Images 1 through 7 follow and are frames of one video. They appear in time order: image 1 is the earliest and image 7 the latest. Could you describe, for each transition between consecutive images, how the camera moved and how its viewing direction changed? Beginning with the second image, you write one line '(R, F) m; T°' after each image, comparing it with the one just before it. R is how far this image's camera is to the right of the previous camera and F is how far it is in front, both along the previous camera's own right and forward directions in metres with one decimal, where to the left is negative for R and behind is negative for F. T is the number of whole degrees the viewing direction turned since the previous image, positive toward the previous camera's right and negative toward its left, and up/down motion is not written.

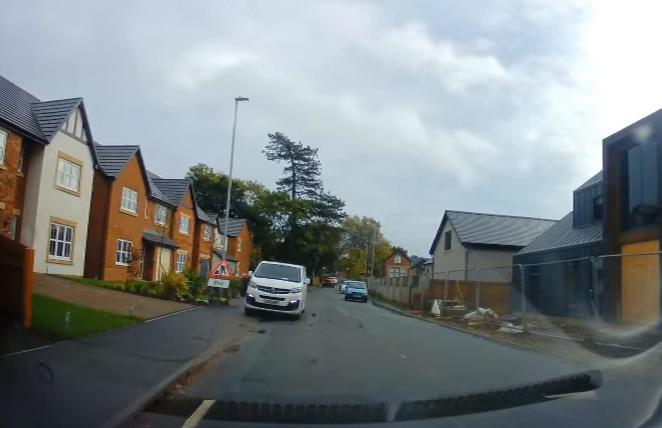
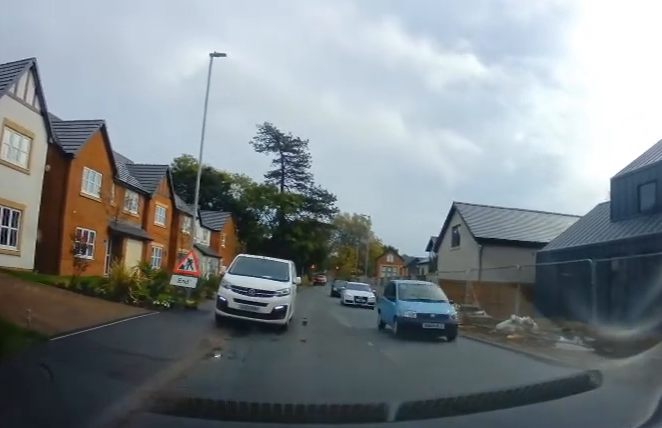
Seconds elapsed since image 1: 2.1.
(+0.2, +3.5) m; +3°
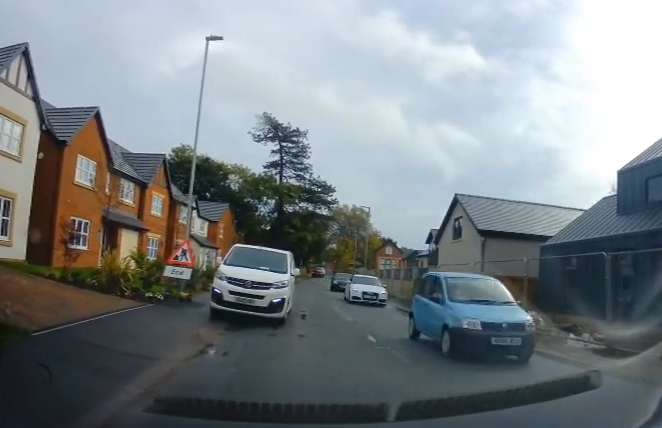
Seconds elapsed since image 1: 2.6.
(0.0, +0.5) m; 0°
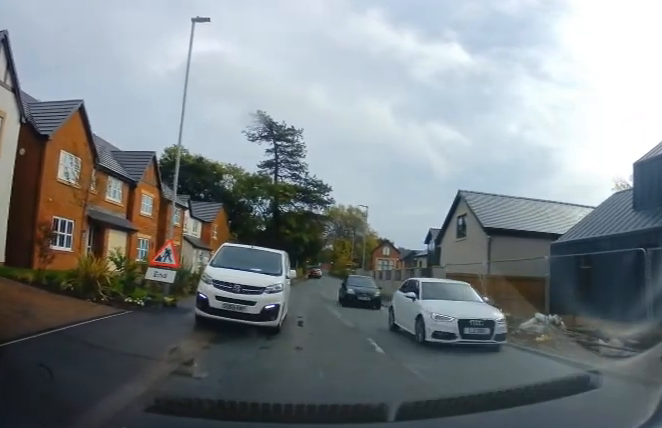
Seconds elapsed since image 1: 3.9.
(+0.5, +1.4) m; 0°
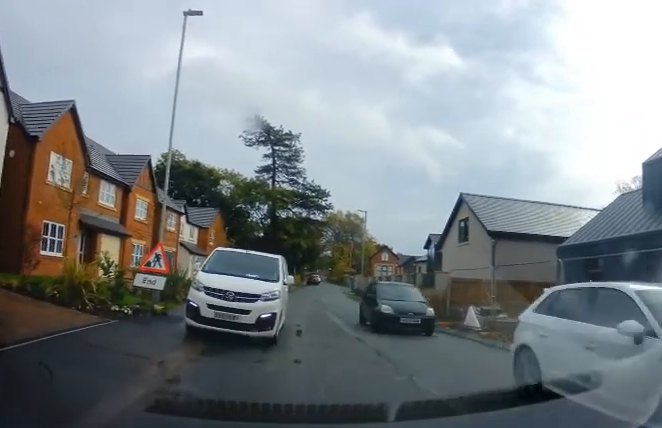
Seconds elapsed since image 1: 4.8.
(0.0, +0.9) m; 0°
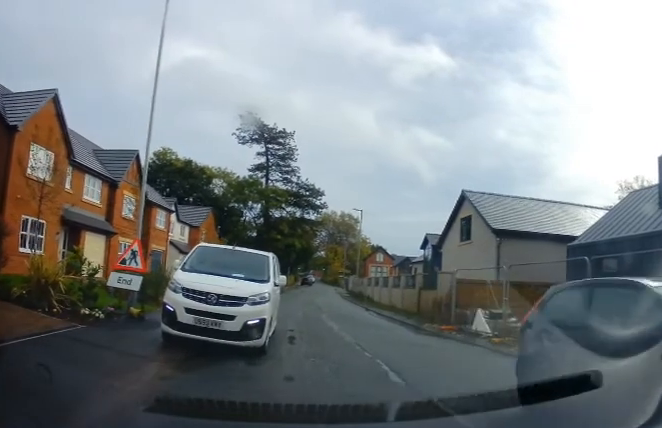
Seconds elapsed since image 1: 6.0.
(+0.3, +1.4) m; +5°
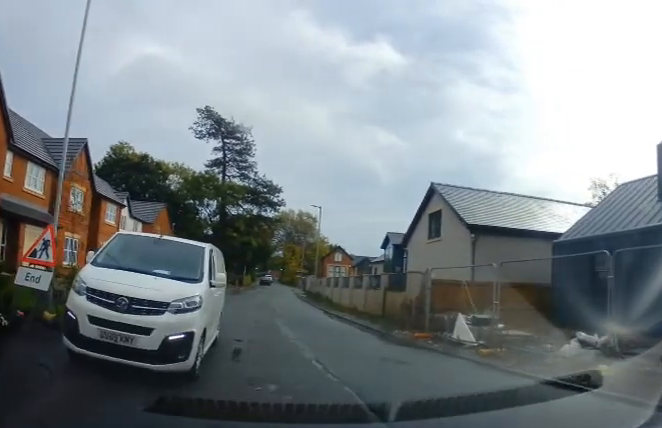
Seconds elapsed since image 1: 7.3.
(+0.1, +2.5) m; +6°
